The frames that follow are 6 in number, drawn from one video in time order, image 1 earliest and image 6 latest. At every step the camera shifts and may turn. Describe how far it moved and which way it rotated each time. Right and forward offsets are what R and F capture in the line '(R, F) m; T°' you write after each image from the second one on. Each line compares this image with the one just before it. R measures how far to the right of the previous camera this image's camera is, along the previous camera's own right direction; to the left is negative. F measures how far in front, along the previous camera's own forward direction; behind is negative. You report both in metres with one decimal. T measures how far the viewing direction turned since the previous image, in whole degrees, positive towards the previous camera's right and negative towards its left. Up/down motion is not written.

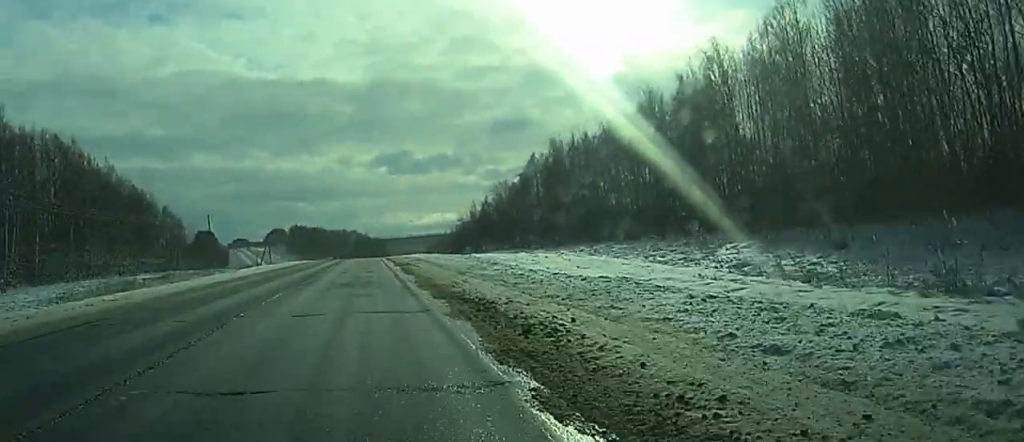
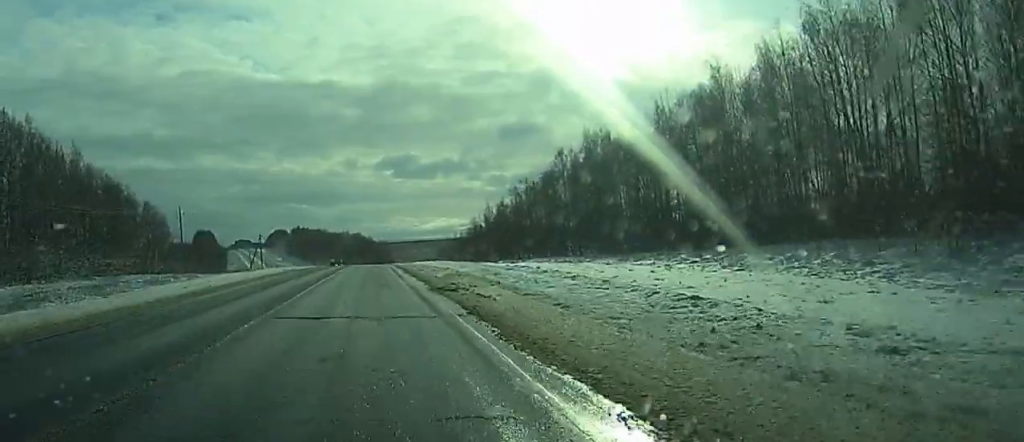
(+0.2, +25.7) m; 0°
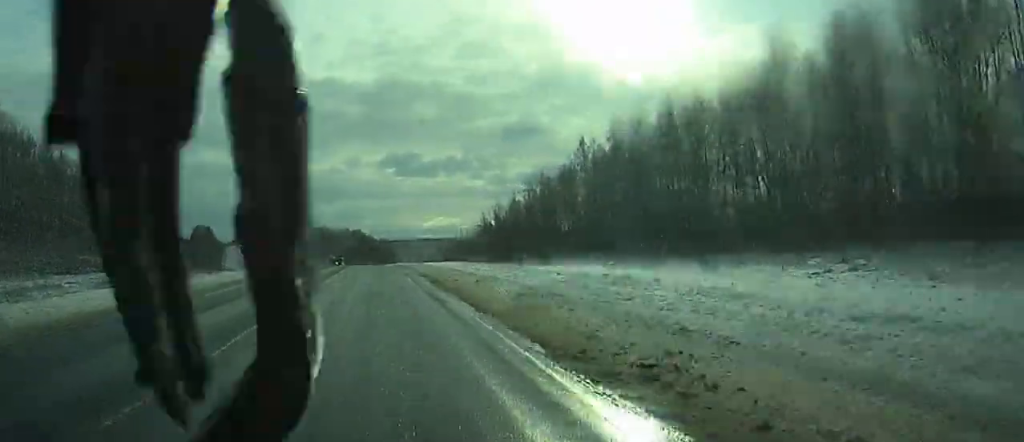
(-0.1, +17.2) m; 0°
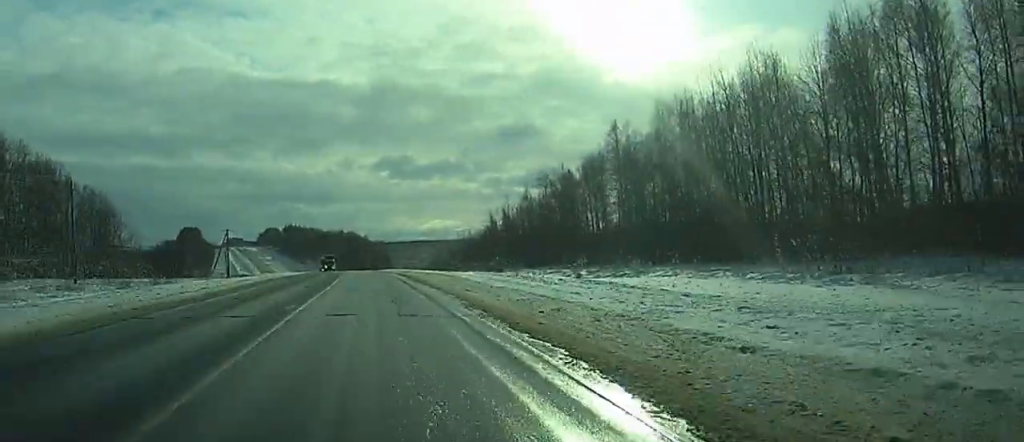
(0.0, +26.9) m; 0°
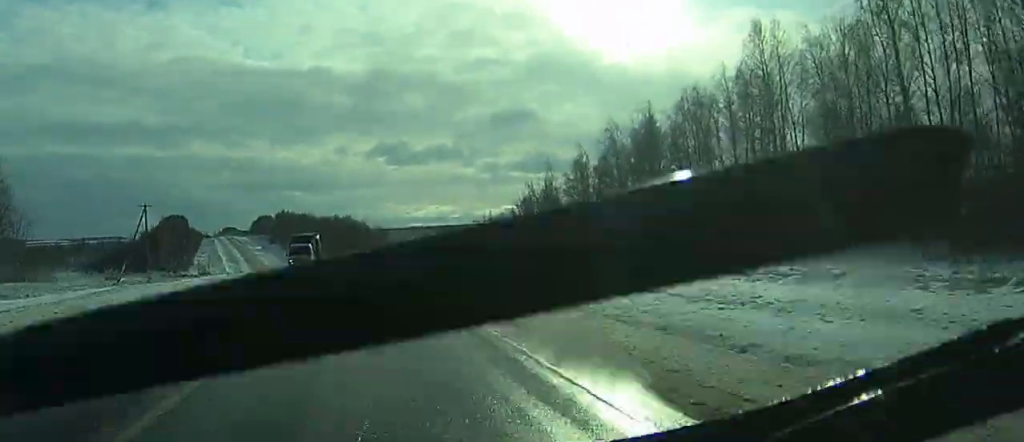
(0.0, +57.9) m; 0°
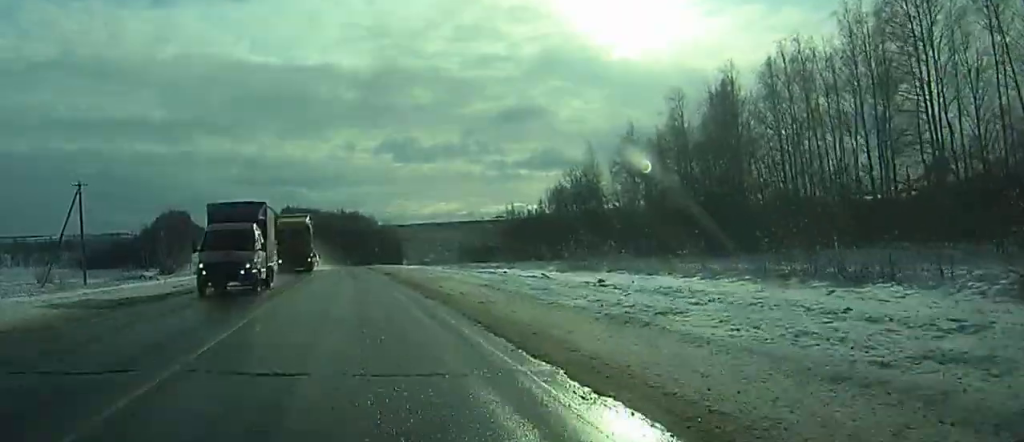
(-0.2, +25.5) m; -1°
